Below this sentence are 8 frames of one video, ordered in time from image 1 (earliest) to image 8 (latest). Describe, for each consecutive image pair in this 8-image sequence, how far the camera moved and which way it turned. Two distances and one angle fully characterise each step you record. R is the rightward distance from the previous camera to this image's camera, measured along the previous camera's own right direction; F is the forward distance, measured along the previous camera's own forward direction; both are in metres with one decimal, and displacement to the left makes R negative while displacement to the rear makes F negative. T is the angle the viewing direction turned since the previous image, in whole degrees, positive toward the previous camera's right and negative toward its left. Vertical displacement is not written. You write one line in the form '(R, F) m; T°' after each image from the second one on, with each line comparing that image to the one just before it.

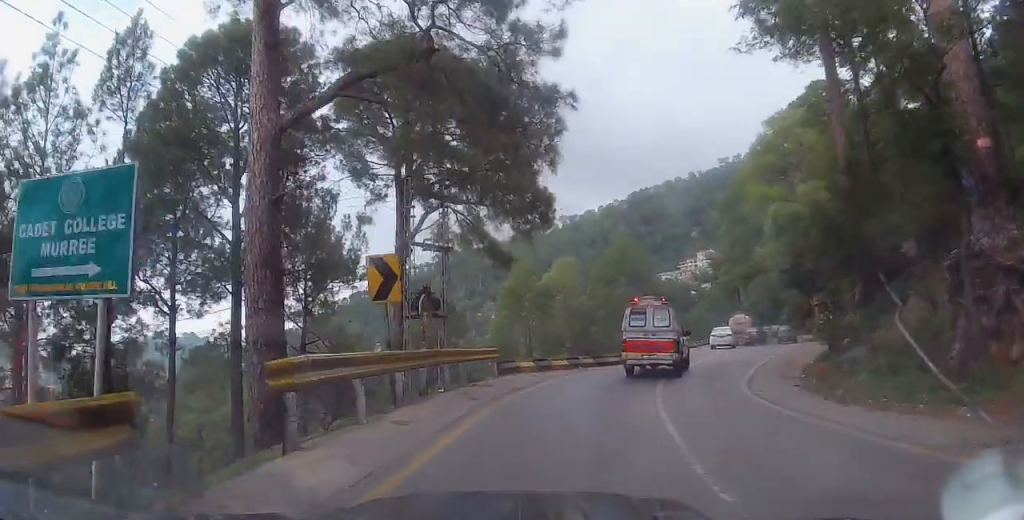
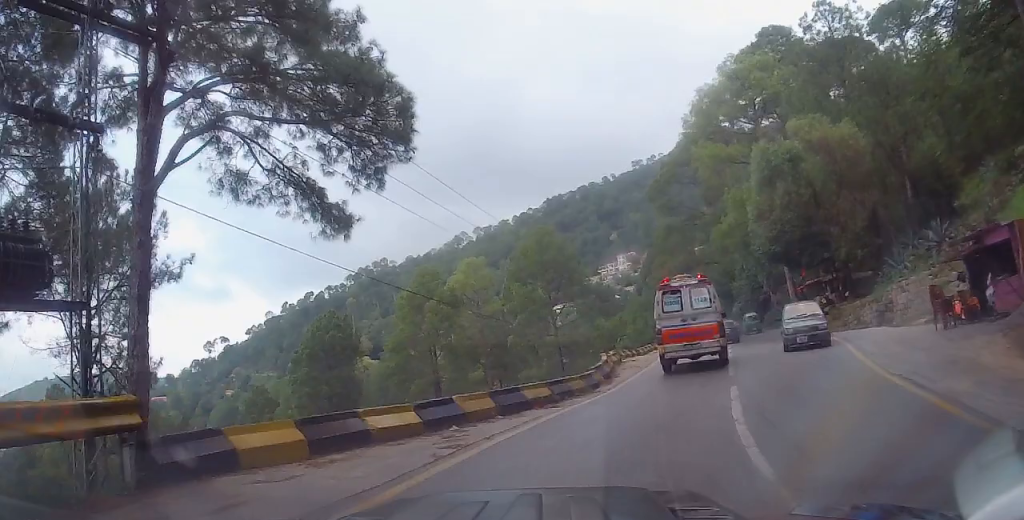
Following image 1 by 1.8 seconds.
(+0.2, +14.5) m; +6°
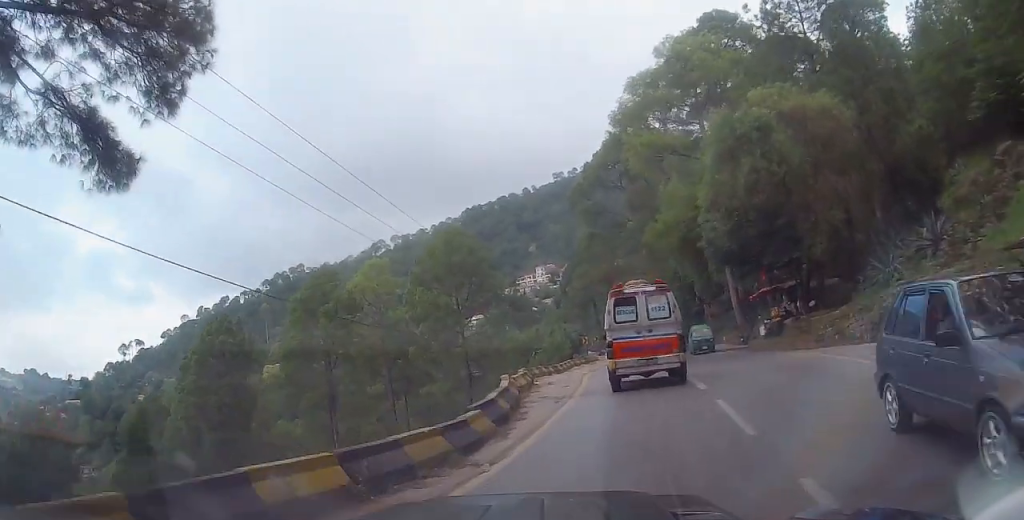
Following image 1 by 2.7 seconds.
(+0.6, +7.2) m; +10°
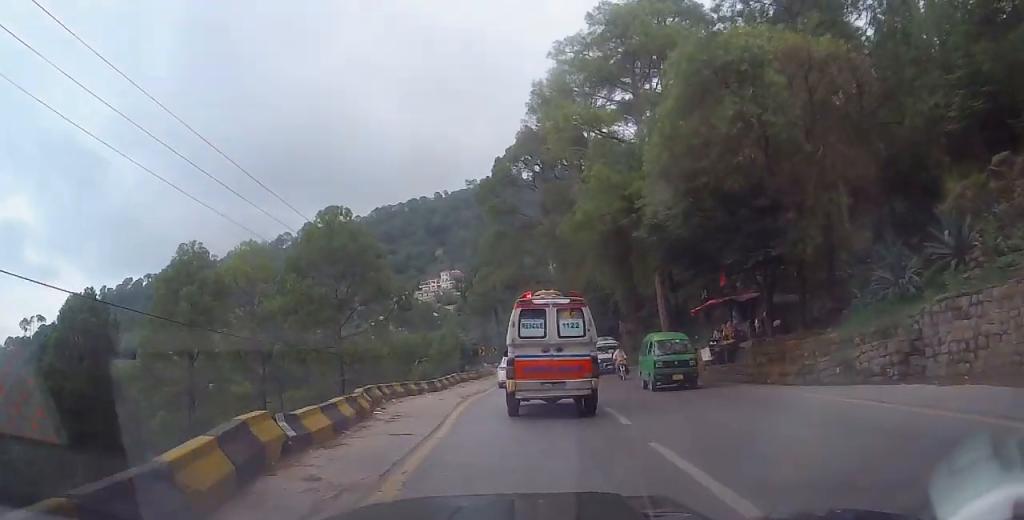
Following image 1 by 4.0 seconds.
(+0.8, +8.1) m; +5°
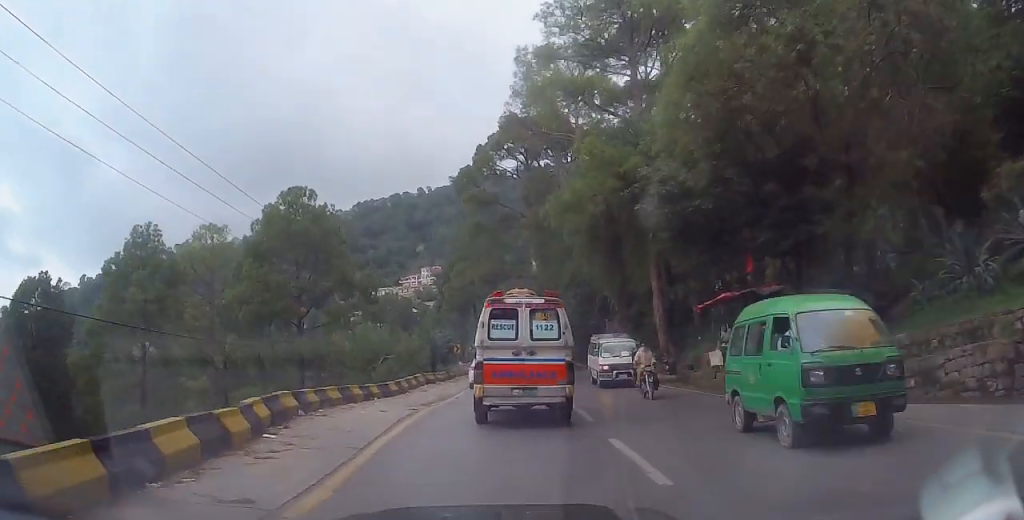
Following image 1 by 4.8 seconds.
(0.0, +4.6) m; -2°
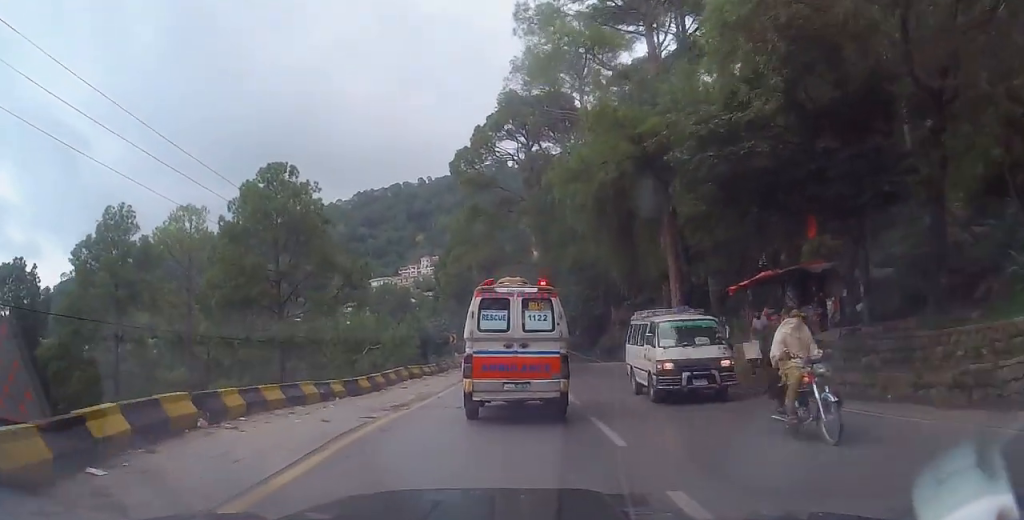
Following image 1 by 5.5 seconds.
(-0.2, +4.0) m; -2°
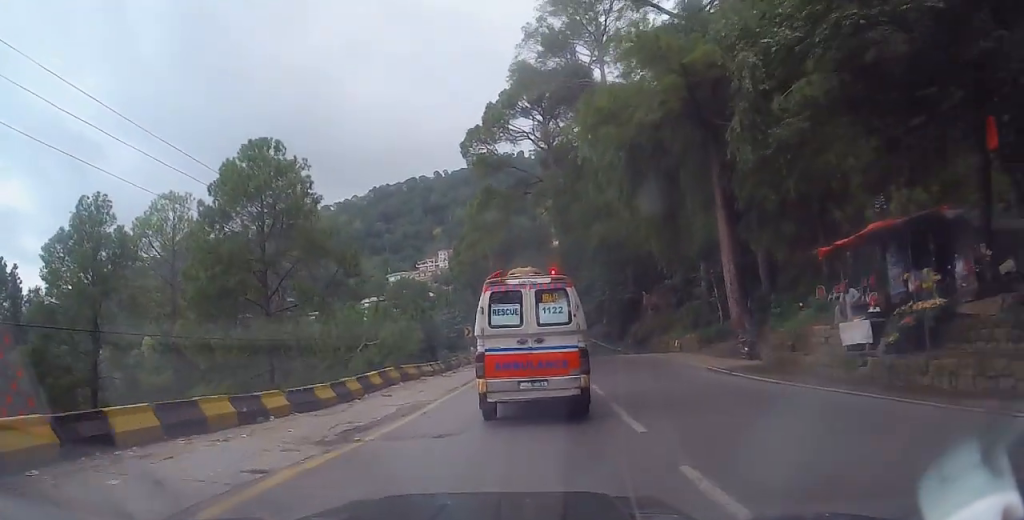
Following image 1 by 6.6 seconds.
(0.0, +5.5) m; +2°
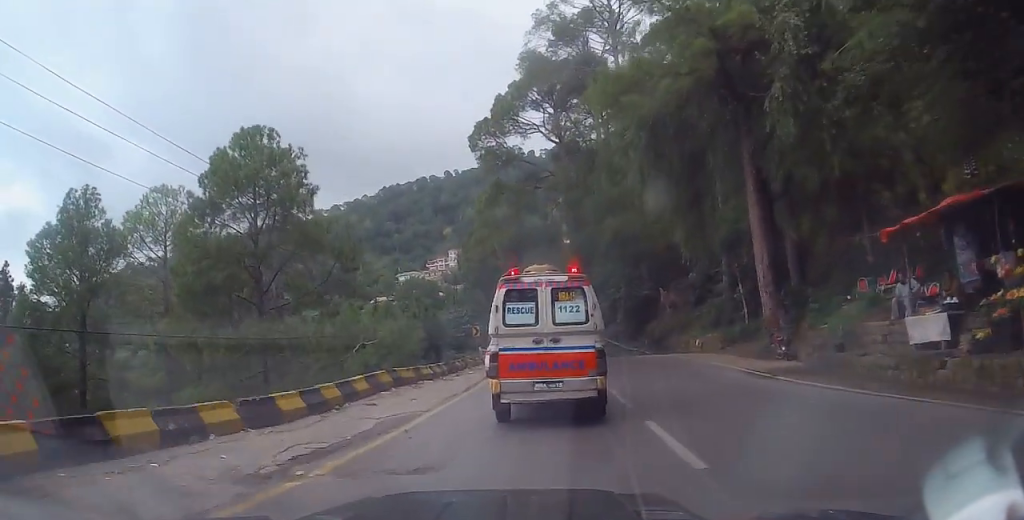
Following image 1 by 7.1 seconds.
(+0.1, +2.6) m; +2°
